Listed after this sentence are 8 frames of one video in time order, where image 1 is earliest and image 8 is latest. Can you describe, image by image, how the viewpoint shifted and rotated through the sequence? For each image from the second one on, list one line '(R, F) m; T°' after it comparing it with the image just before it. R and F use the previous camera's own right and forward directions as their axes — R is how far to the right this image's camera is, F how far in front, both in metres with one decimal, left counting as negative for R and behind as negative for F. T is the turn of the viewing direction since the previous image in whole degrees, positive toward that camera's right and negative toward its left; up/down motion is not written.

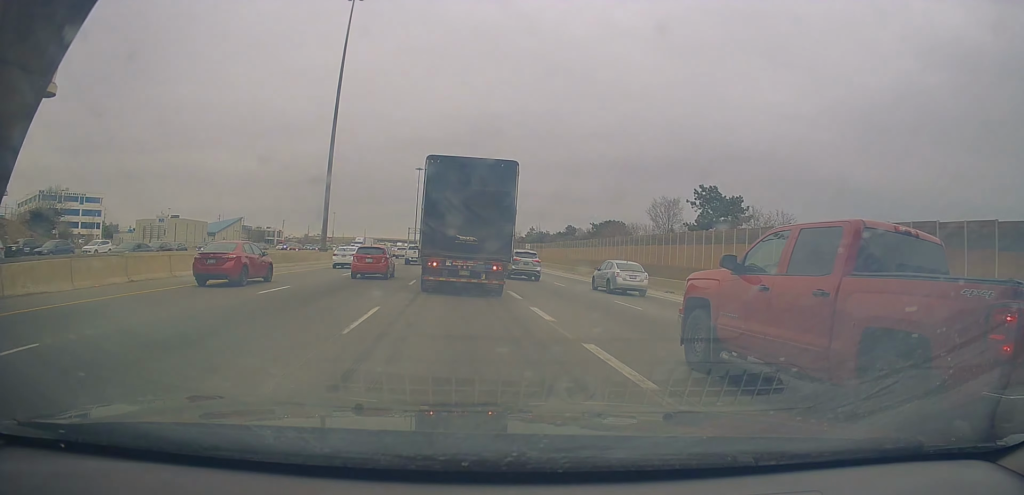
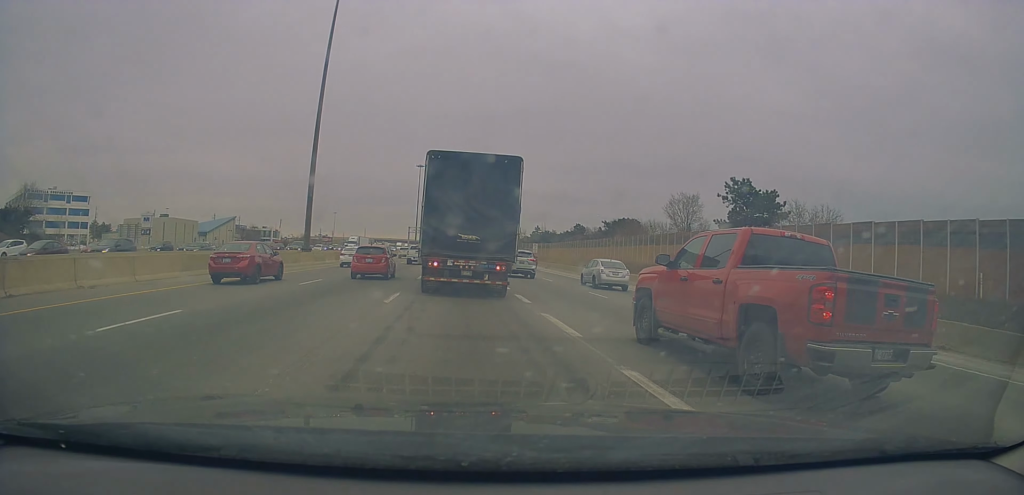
(0.0, +7.8) m; +1°
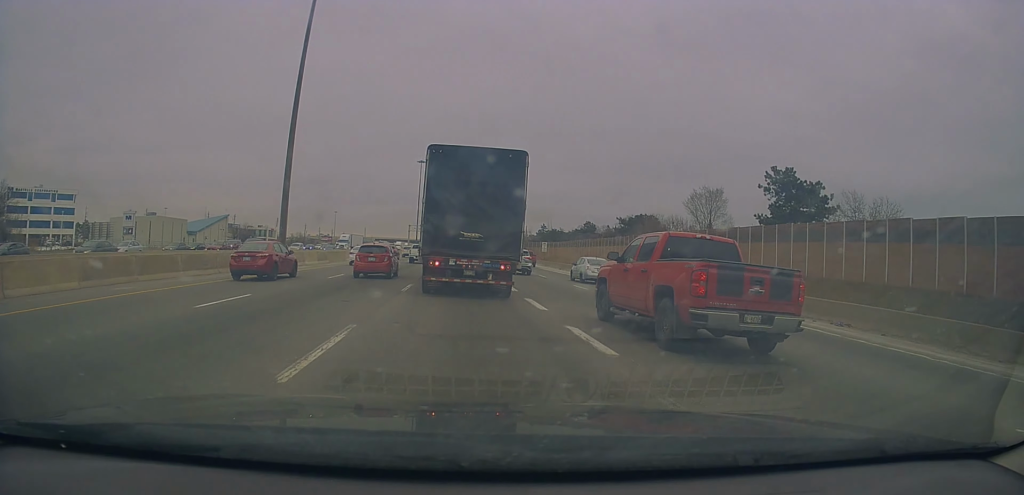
(+0.2, +9.4) m; +1°
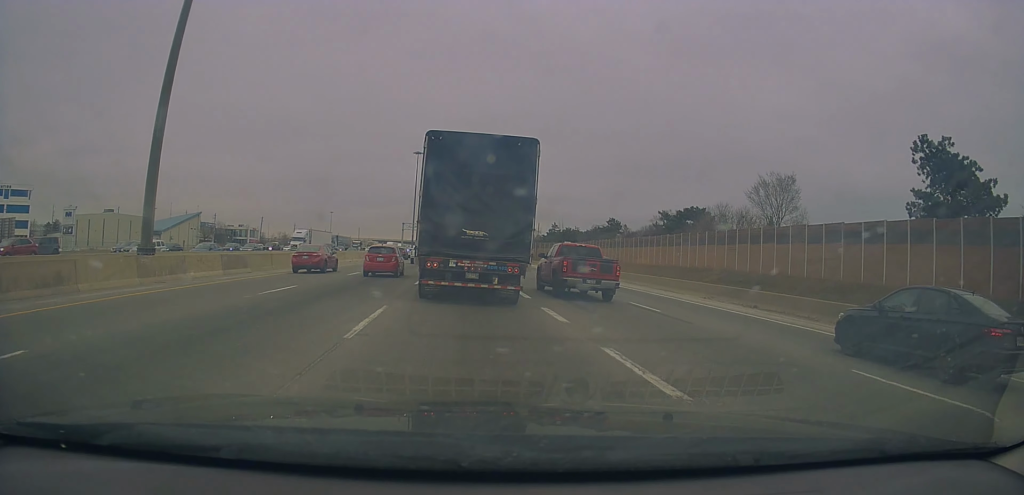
(+0.3, +23.8) m; +1°
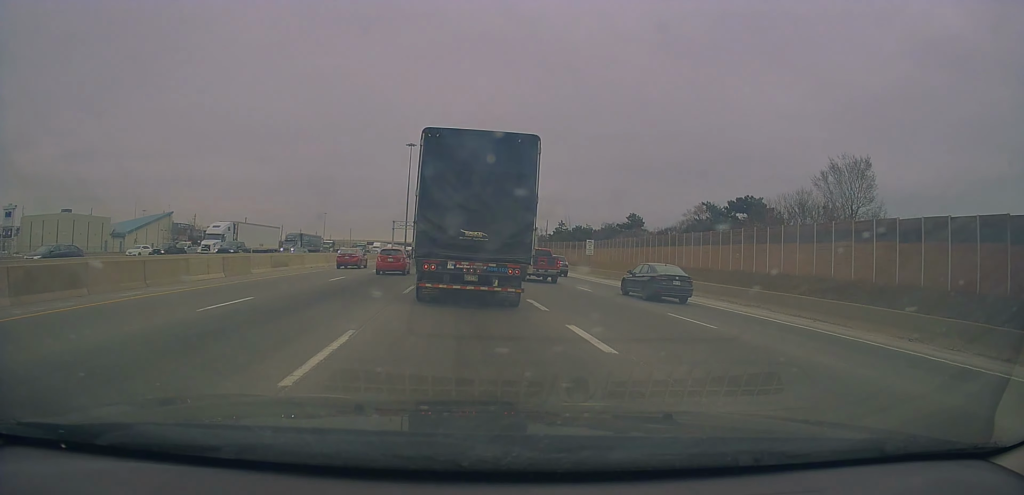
(0.0, +17.2) m; 0°
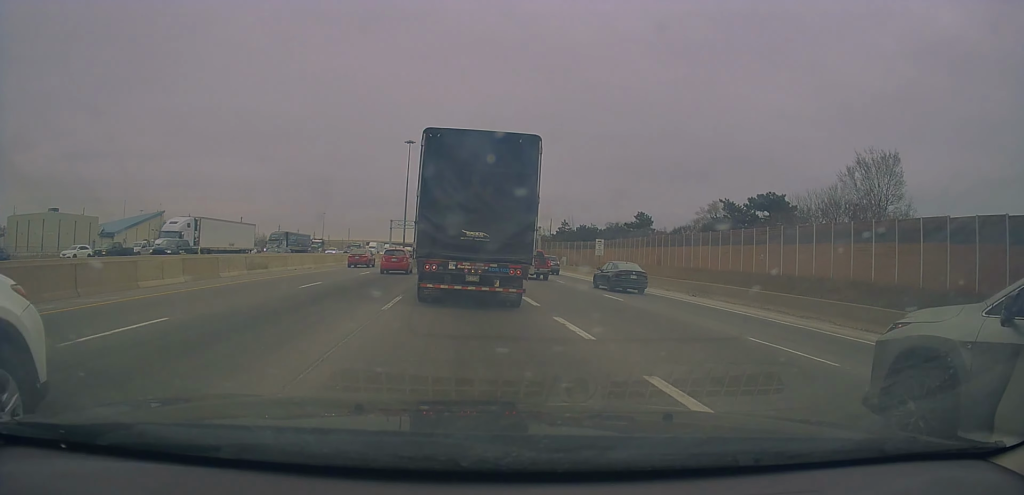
(0.0, +4.9) m; +1°
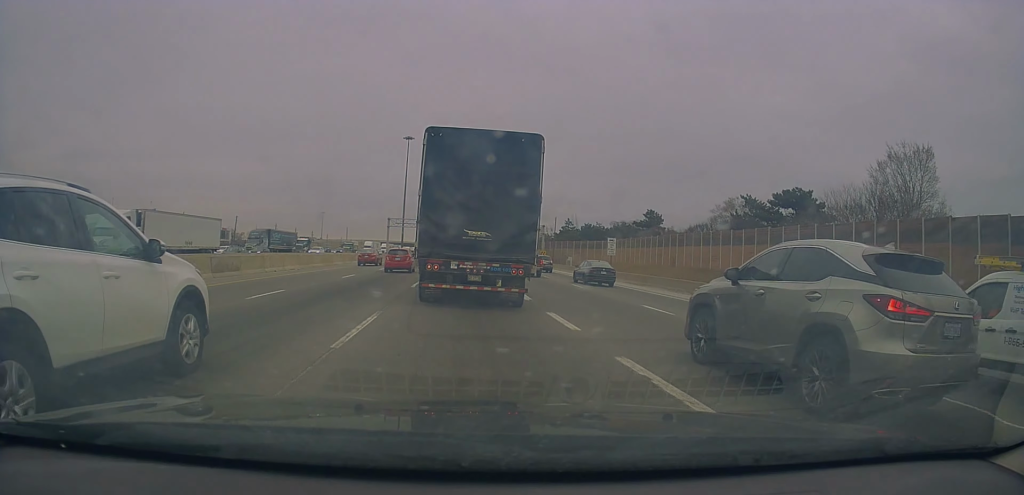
(+0.1, +5.2) m; +2°
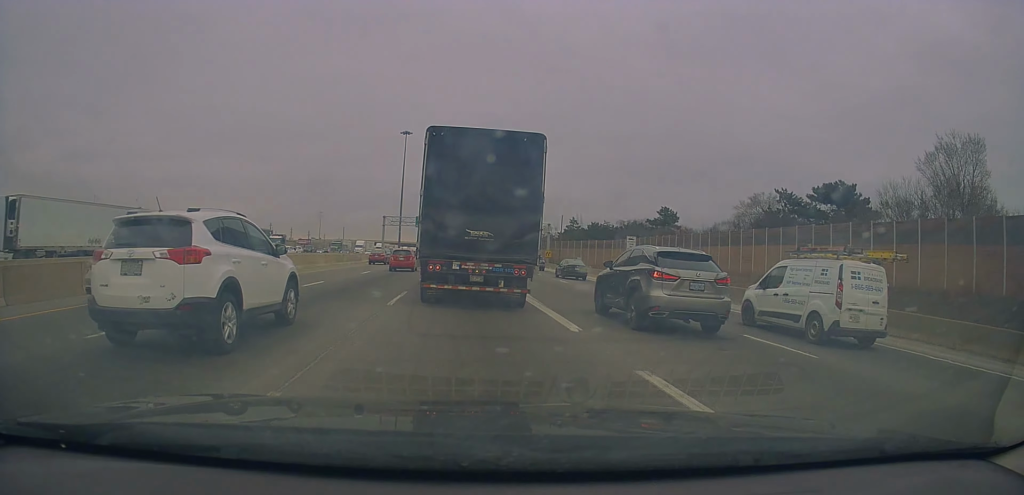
(+0.2, +6.8) m; +2°
